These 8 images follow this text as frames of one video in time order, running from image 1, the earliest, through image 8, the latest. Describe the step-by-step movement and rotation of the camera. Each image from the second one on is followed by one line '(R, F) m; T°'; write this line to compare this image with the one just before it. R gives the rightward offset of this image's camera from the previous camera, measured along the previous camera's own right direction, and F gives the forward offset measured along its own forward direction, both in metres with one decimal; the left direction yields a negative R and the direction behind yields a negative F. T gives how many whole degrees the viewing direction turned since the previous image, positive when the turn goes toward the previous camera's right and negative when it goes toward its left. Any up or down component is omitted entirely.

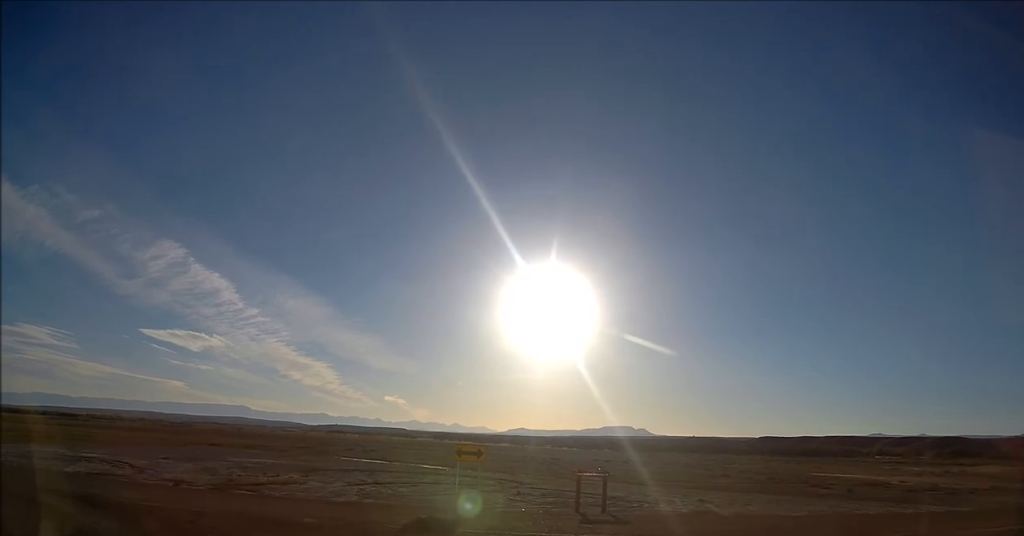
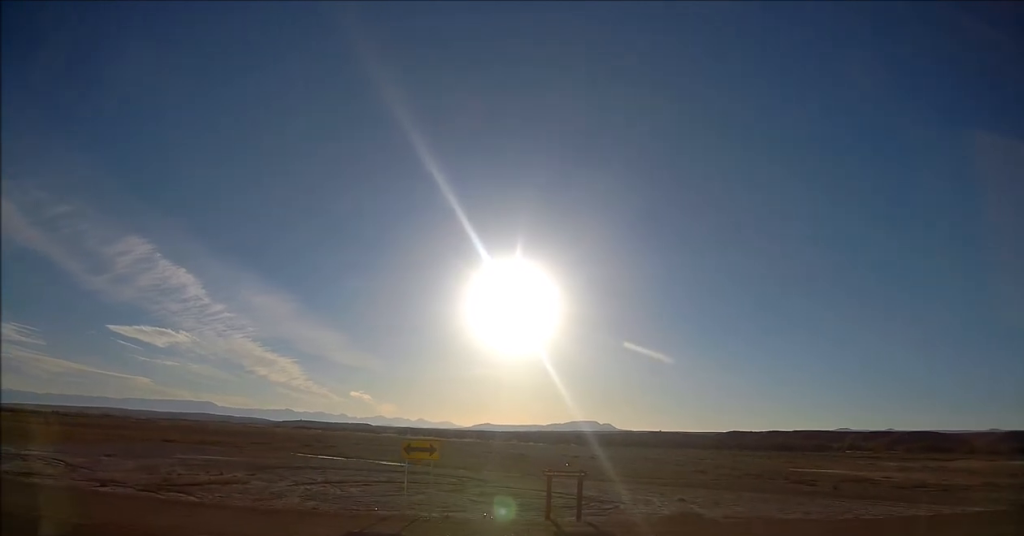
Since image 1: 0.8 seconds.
(+0.2, +3.6) m; +6°
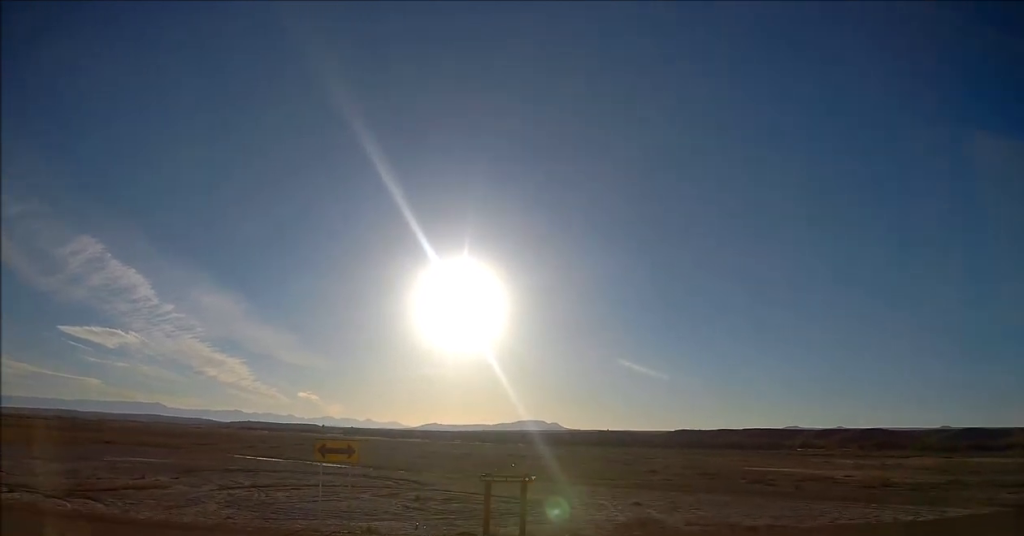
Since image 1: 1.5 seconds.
(0.0, +2.8) m; +6°
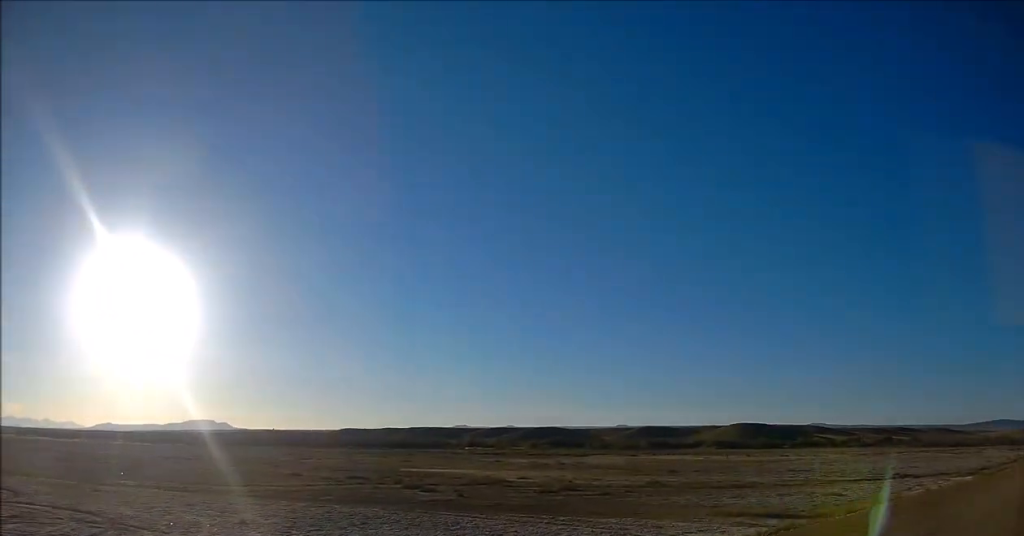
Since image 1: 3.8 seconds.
(+2.7, +6.1) m; +49°
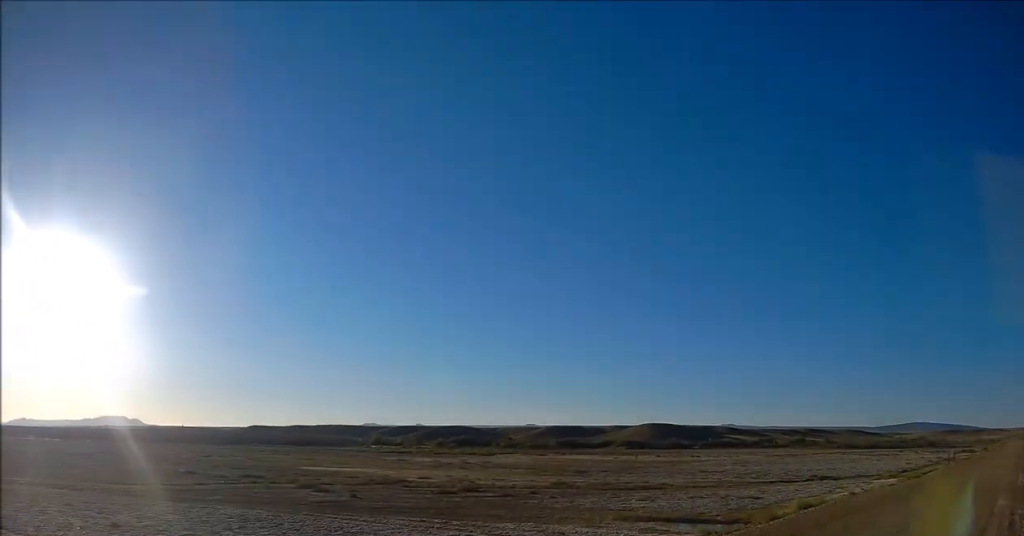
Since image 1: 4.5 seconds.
(+0.2, +2.0) m; +8°
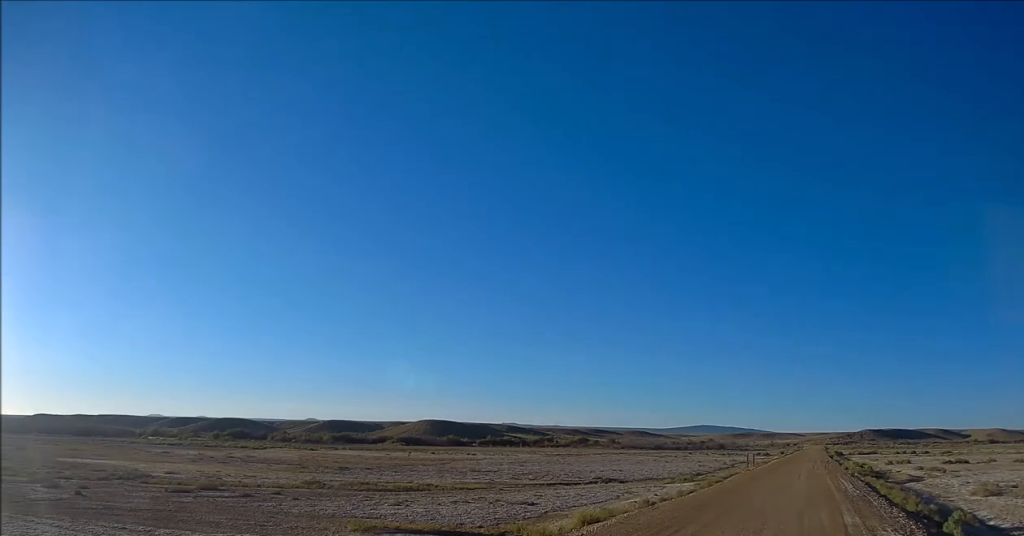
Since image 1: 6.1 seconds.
(+0.4, +6.0) m; +4°
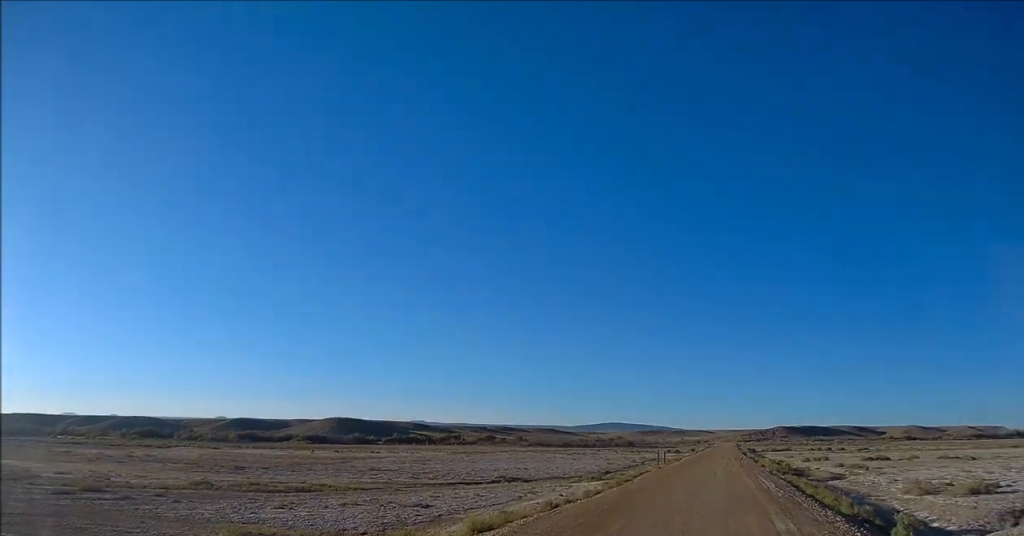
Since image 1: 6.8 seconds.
(0.0, +2.9) m; 0°
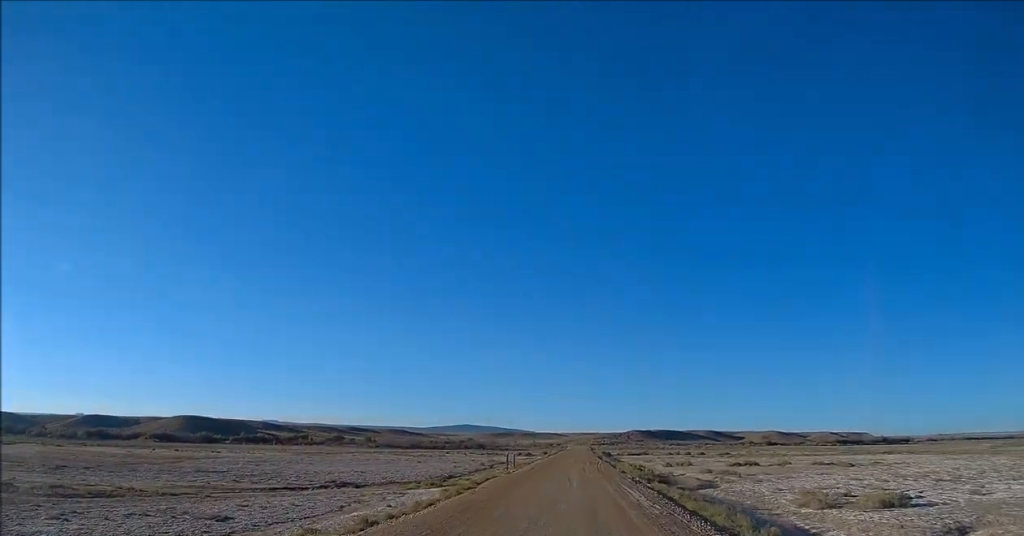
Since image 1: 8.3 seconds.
(0.0, +6.8) m; 0°
